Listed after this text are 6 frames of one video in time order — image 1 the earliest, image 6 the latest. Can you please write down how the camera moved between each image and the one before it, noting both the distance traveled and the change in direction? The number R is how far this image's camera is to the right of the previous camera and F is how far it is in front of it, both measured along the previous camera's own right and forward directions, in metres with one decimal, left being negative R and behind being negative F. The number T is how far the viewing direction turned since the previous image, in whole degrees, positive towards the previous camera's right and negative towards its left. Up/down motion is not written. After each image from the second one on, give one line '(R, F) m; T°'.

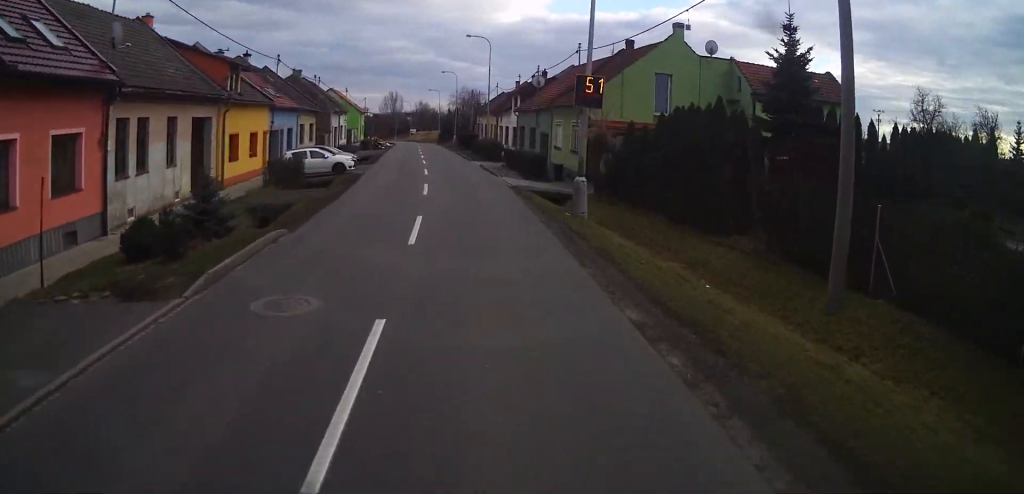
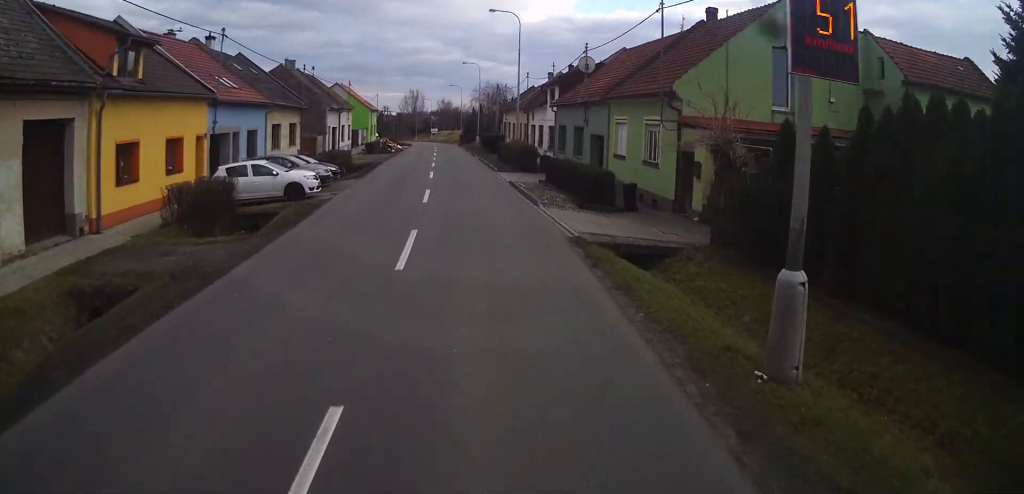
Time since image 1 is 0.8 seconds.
(-0.5, +11.5) m; -3°
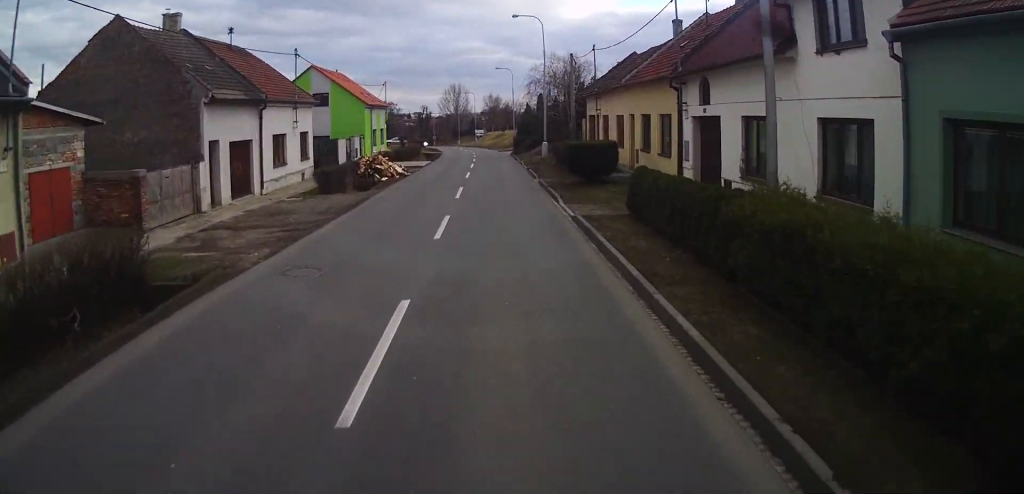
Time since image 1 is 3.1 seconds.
(-0.8, +32.3) m; -4°
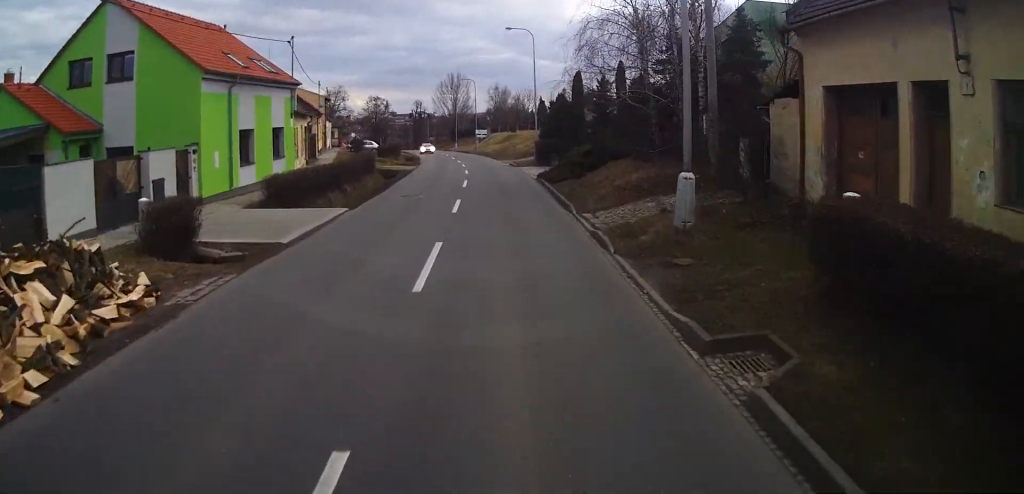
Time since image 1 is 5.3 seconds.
(-0.9, +31.2) m; -2°
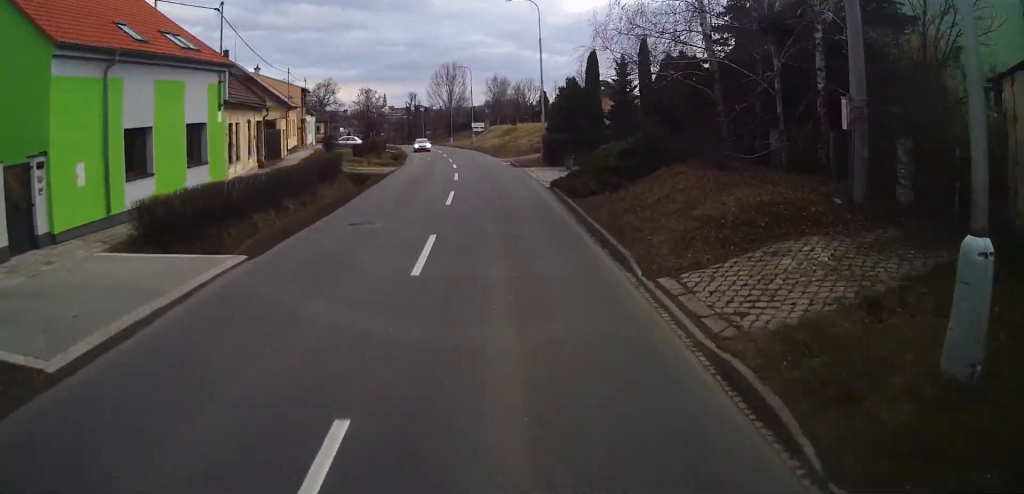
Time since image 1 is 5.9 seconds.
(-0.3, +8.4) m; 0°
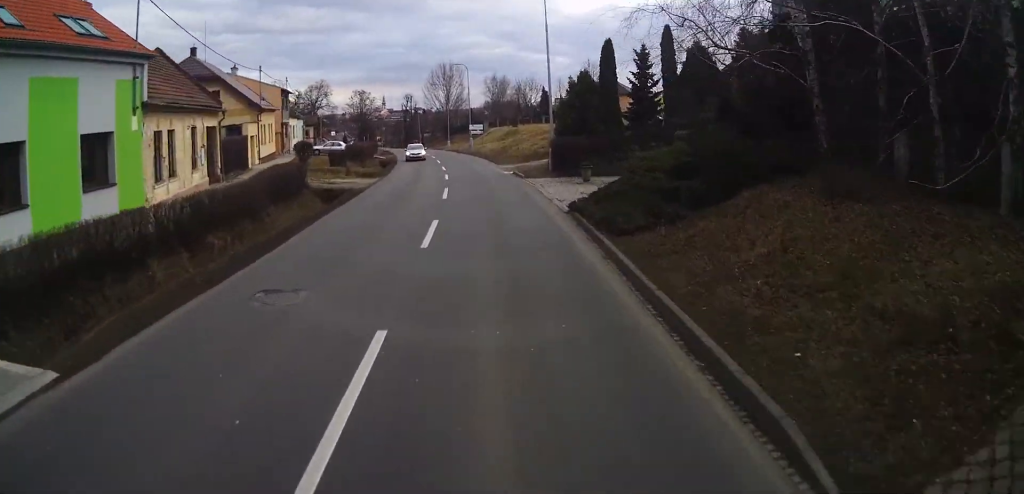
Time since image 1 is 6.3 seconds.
(-0.2, +6.1) m; 0°
